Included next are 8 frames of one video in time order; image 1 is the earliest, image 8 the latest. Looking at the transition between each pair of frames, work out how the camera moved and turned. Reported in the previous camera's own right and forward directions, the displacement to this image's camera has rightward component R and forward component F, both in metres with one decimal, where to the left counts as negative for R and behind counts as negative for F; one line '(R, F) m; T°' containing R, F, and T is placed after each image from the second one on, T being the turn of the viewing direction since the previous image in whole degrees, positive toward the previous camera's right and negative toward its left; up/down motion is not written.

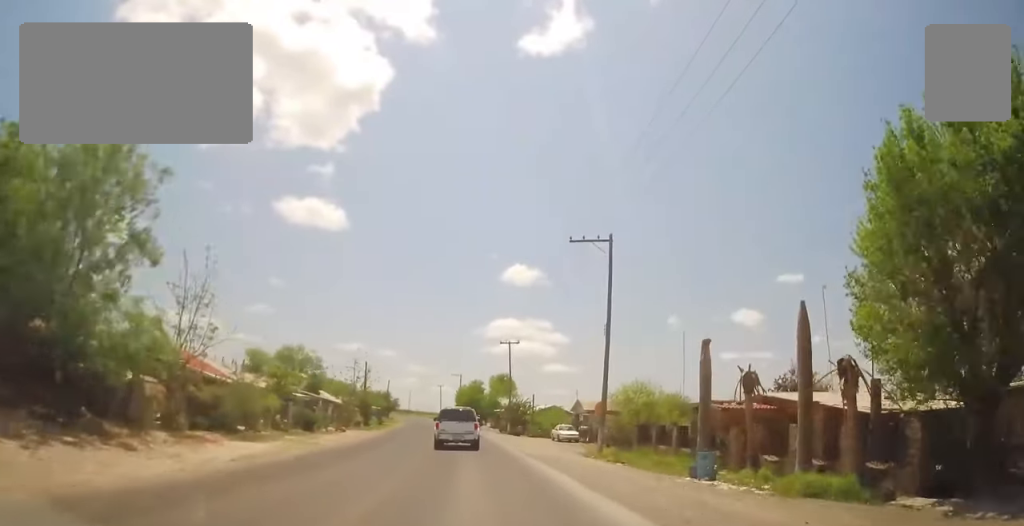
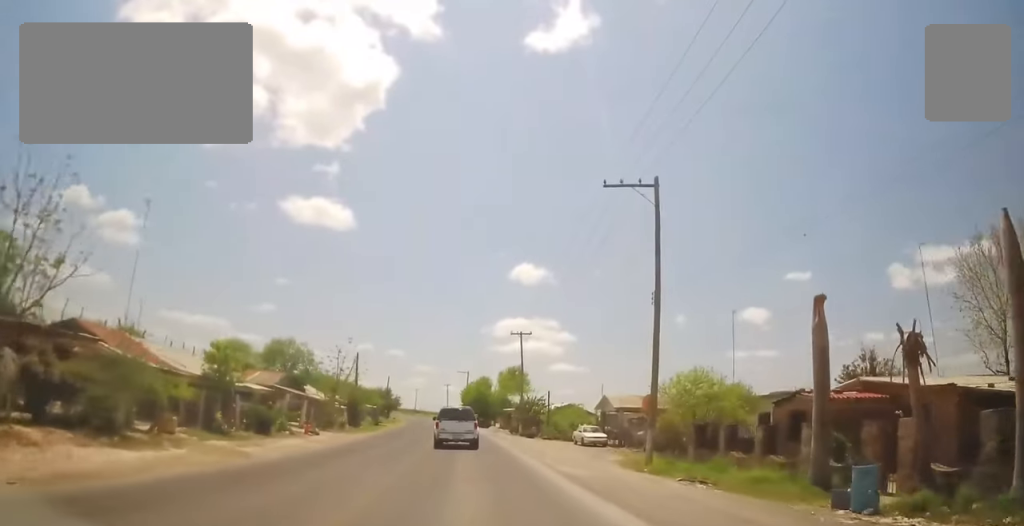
(0.0, +7.4) m; 0°
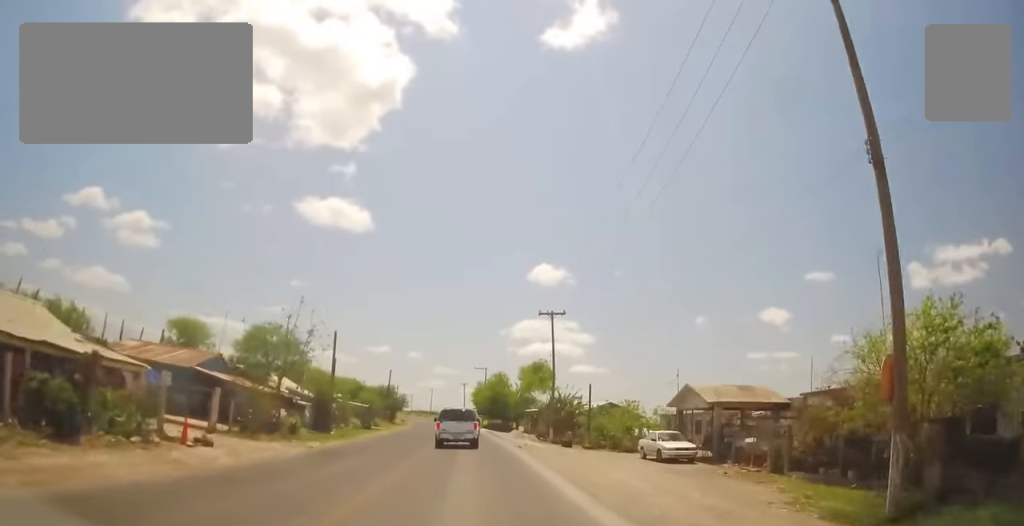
(0.0, +13.7) m; 0°
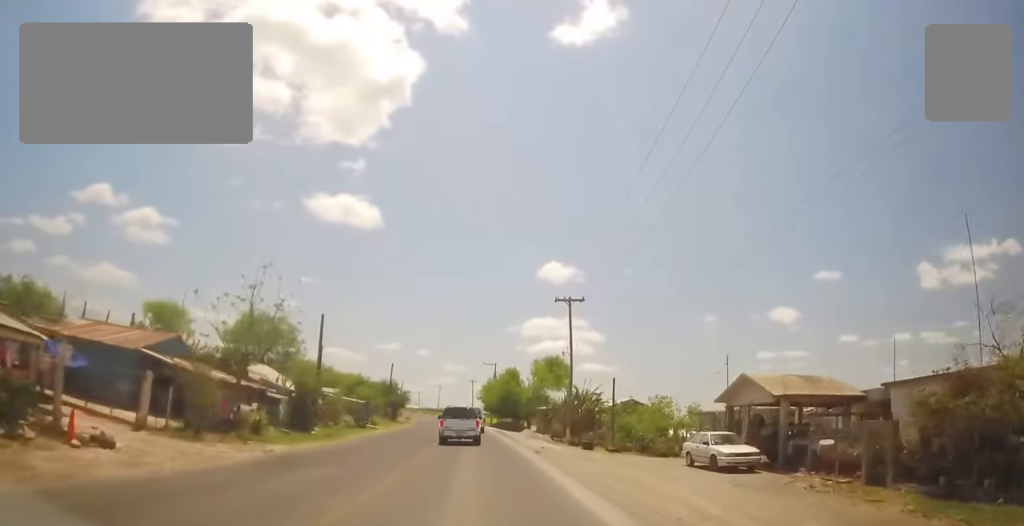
(0.0, +5.6) m; -1°
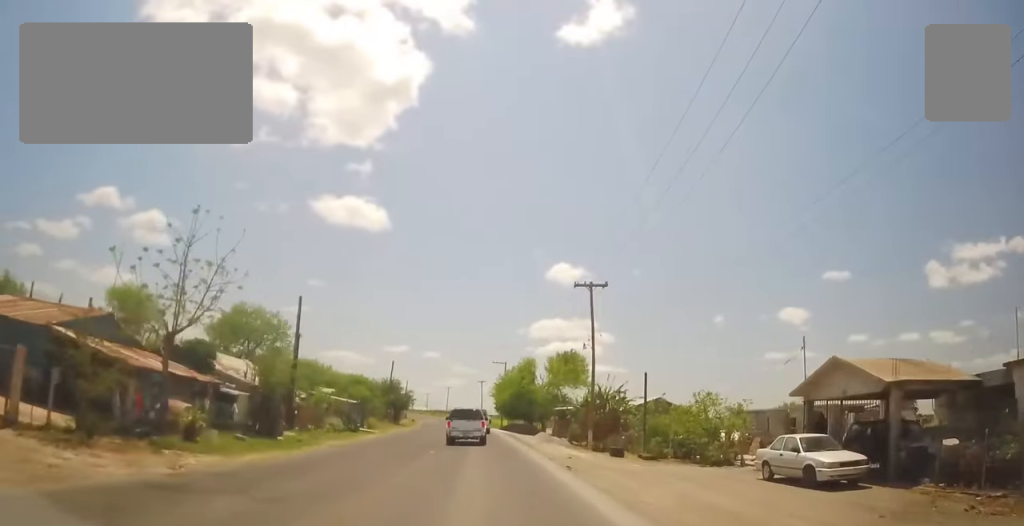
(+0.1, +6.2) m; -1°
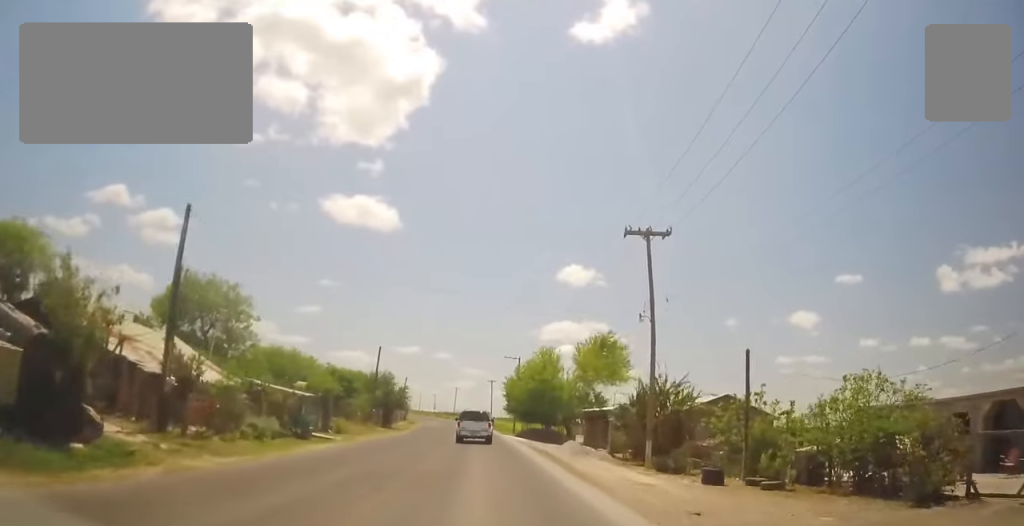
(-0.4, +12.8) m; -2°
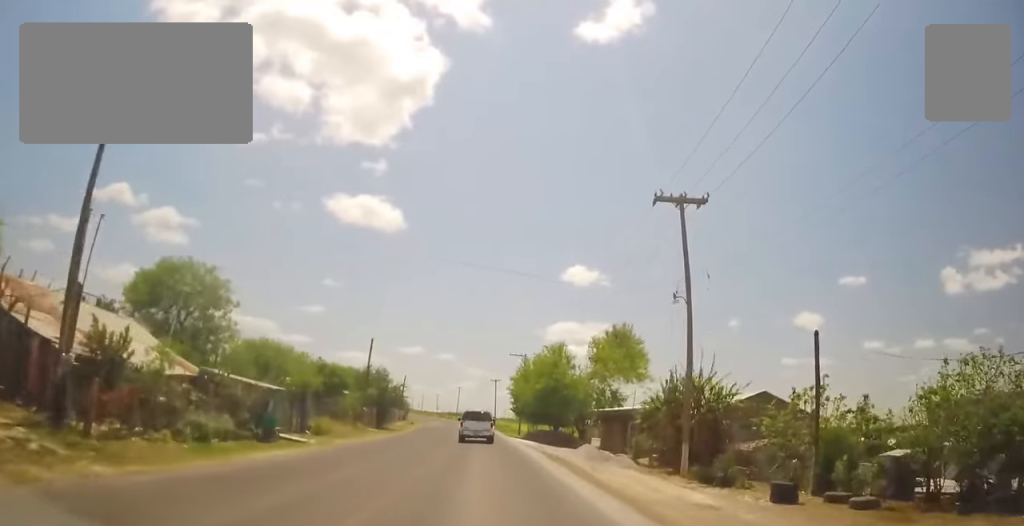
(0.0, +4.6) m; 0°
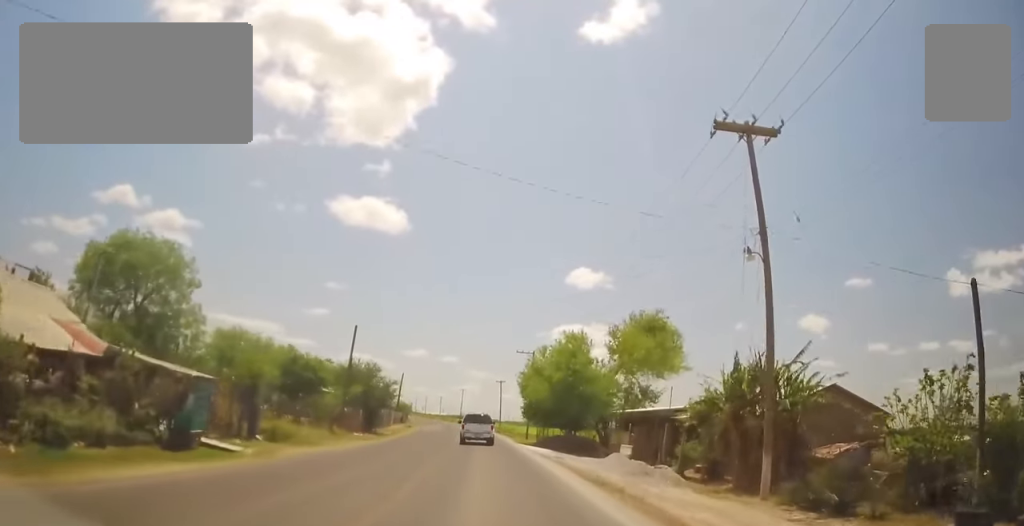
(0.0, +6.4) m; -2°
